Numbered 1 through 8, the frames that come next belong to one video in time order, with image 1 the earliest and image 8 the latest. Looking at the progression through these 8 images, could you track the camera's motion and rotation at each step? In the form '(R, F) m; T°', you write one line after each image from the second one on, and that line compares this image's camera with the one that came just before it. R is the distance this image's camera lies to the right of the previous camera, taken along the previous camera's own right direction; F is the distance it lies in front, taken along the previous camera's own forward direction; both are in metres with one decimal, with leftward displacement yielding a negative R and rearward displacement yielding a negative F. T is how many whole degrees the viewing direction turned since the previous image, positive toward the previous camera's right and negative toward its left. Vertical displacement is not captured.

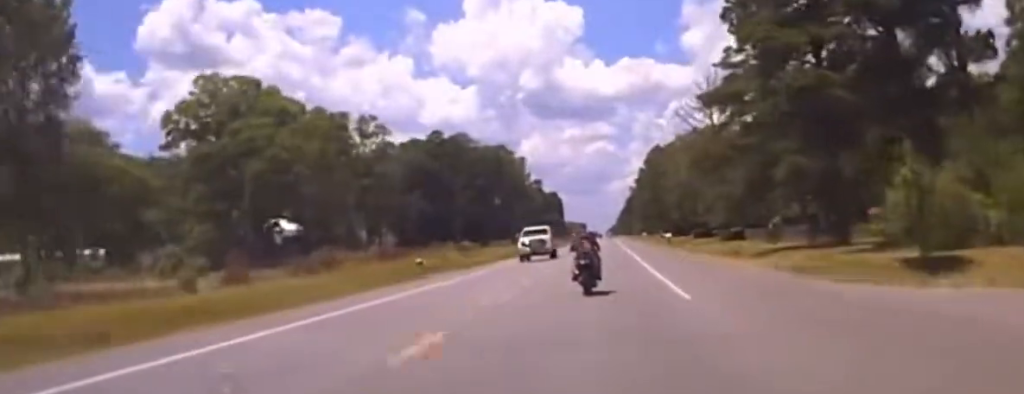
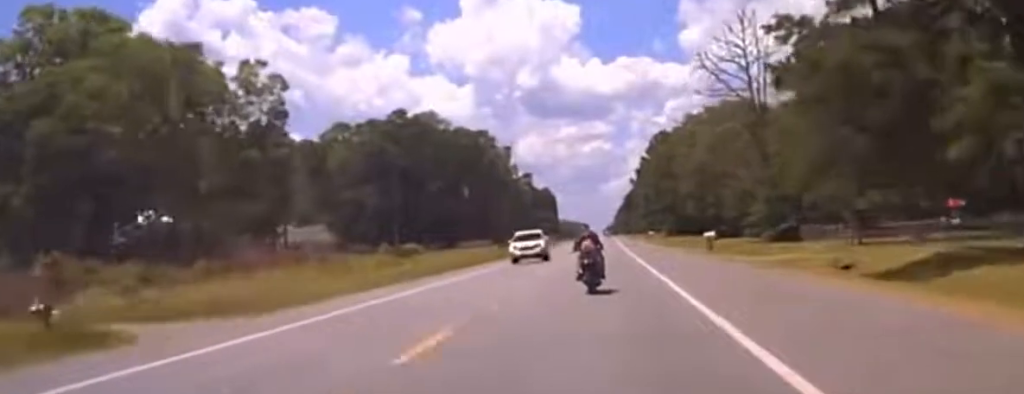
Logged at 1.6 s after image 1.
(0.0, +38.1) m; +1°
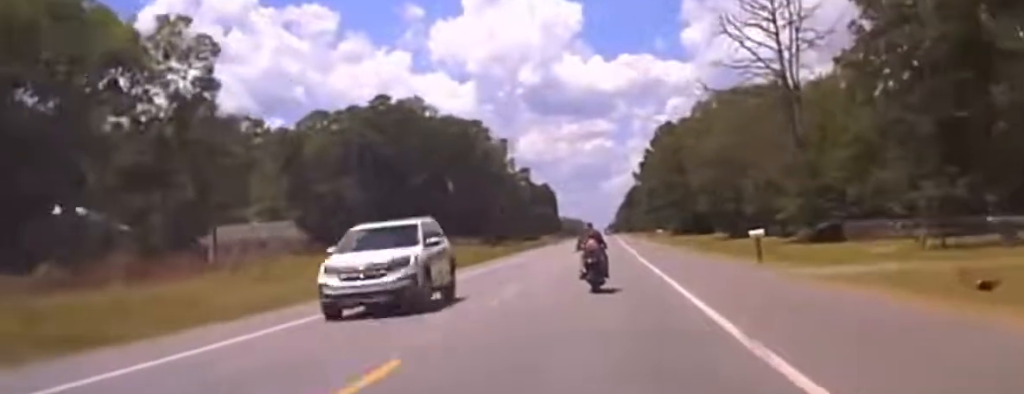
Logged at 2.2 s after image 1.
(+0.1, +14.9) m; 0°
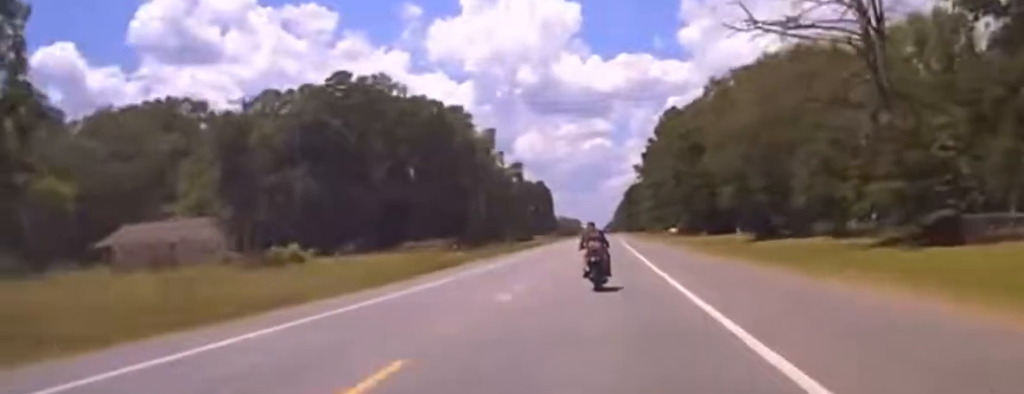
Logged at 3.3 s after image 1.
(-0.2, +22.5) m; -1°
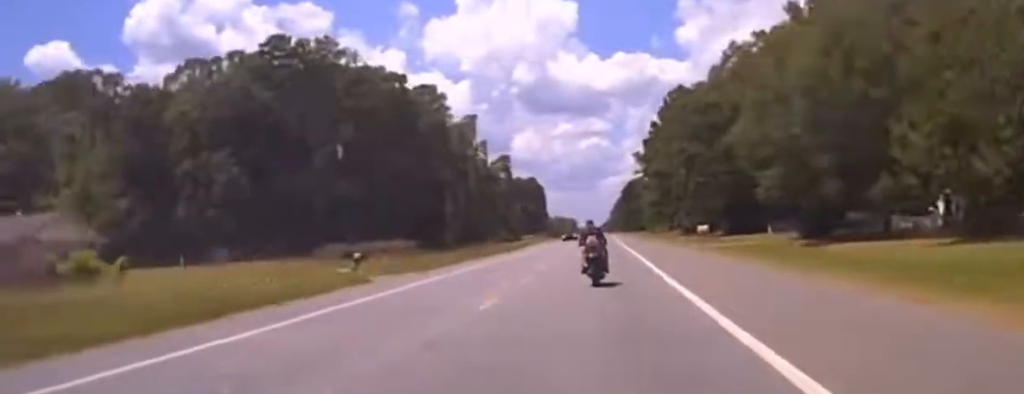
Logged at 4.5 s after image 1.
(0.0, +23.7) m; 0°
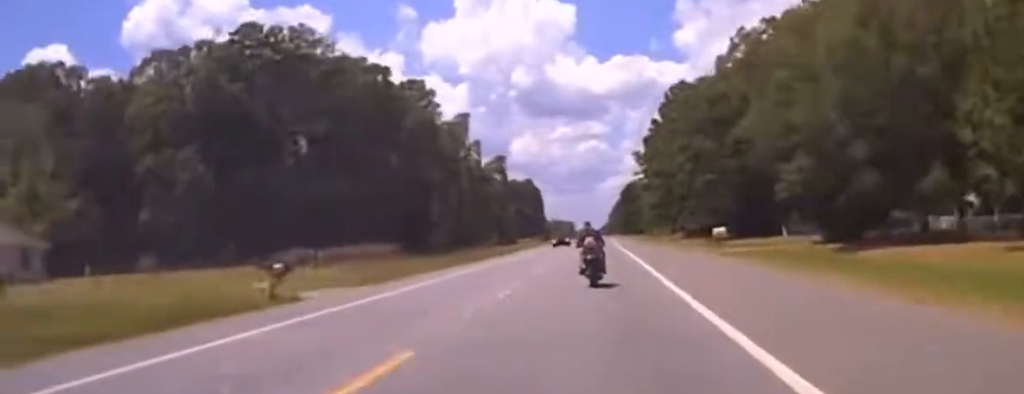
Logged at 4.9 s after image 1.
(0.0, +8.7) m; 0°
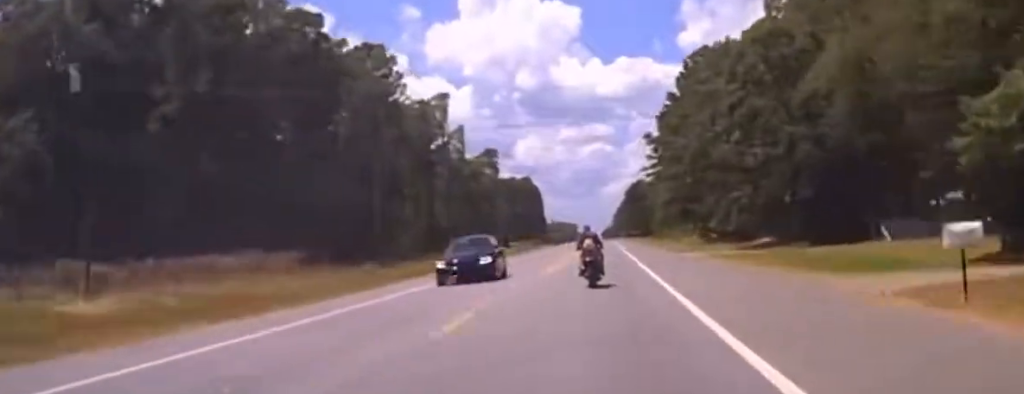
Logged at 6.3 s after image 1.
(+0.1, +33.8) m; 0°
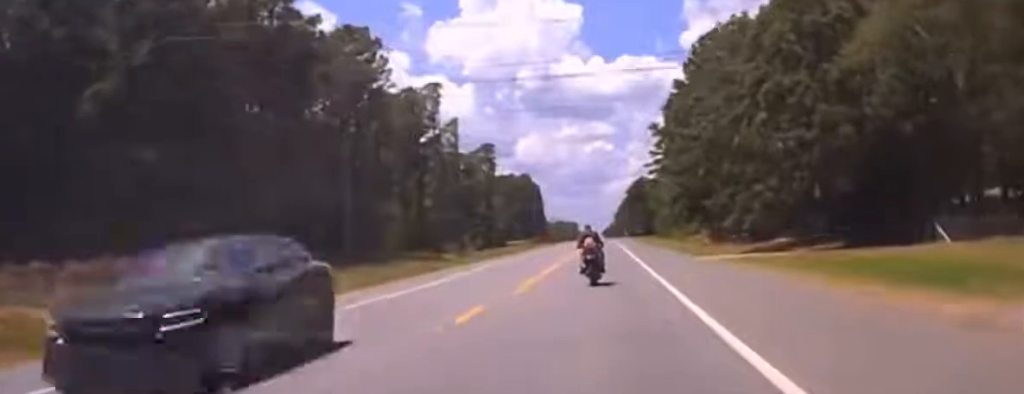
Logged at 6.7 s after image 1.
(0.0, +11.2) m; 0°
